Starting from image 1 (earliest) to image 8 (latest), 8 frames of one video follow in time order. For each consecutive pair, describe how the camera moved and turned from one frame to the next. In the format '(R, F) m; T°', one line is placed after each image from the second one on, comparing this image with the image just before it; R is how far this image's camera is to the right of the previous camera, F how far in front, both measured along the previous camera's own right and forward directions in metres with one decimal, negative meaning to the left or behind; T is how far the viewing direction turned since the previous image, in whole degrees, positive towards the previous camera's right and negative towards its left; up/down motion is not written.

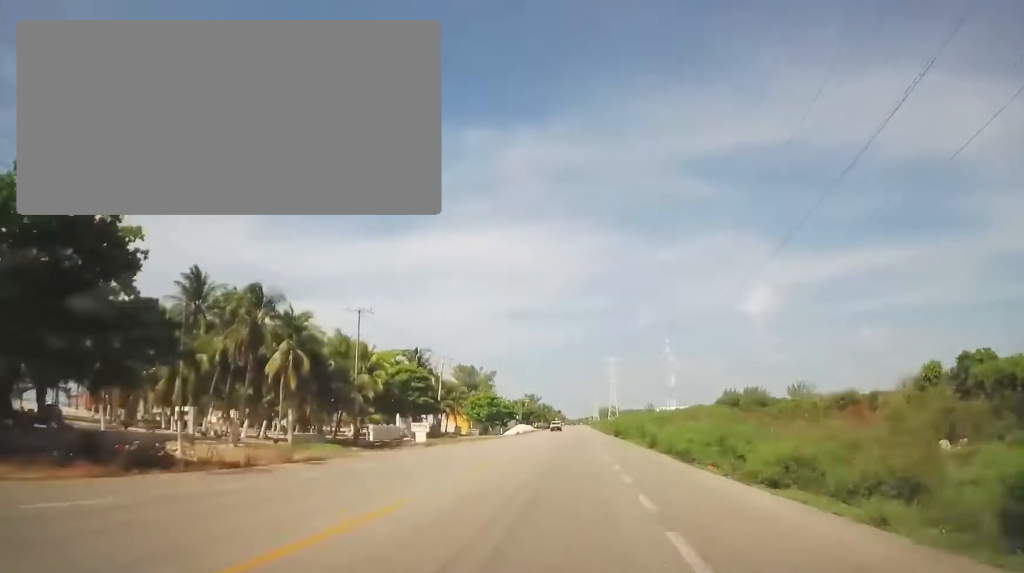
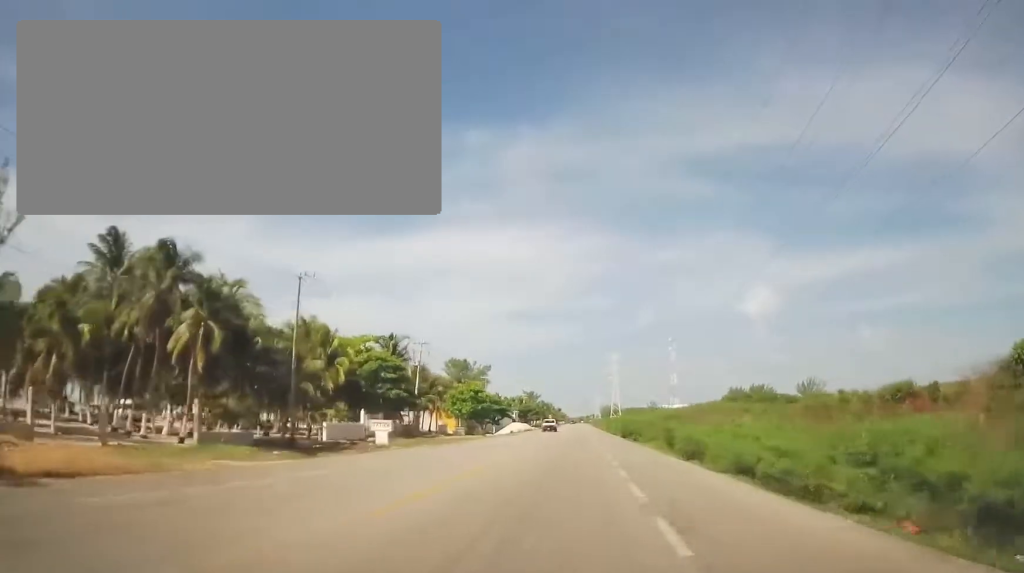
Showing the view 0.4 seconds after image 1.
(-0.2, +11.5) m; -1°
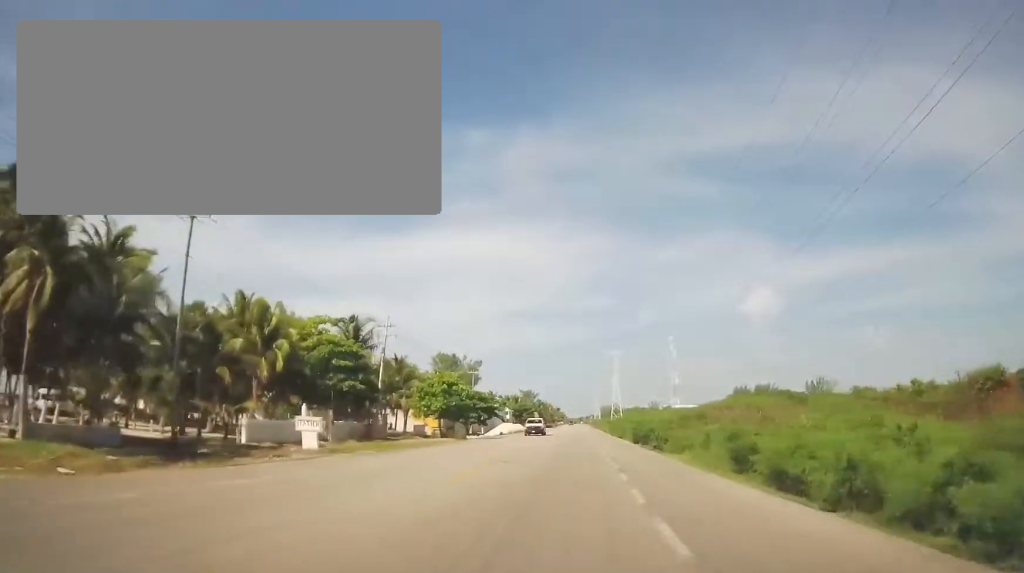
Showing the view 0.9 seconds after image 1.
(-0.2, +12.4) m; -1°
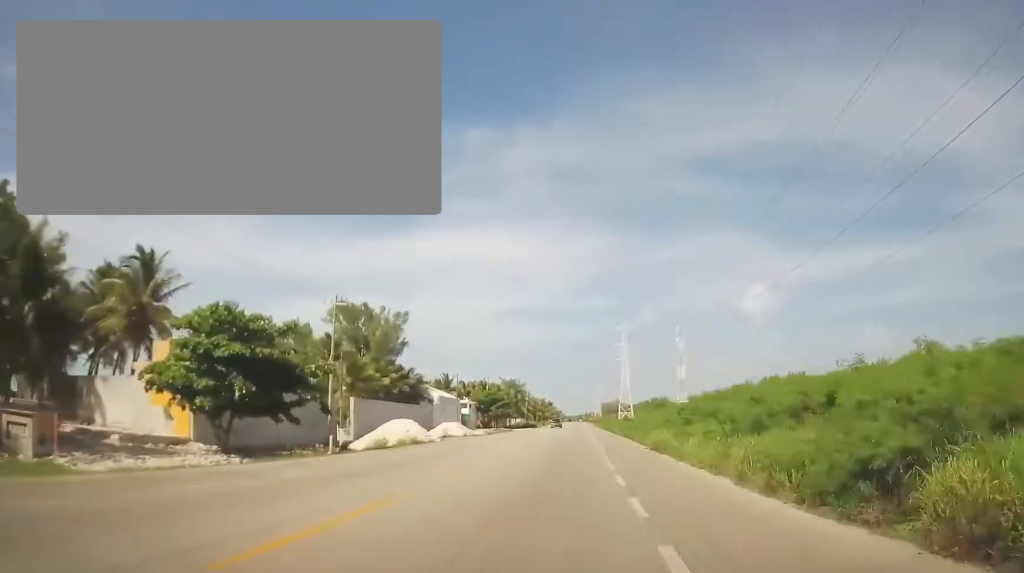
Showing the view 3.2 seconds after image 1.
(+0.2, +60.0) m; +1°
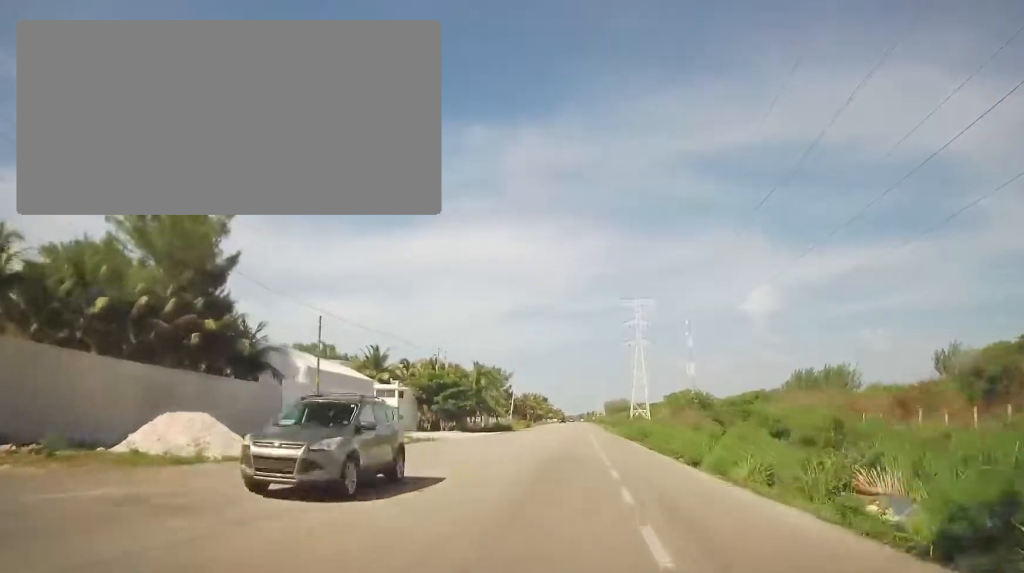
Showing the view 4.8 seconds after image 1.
(-0.3, +44.1) m; 0°
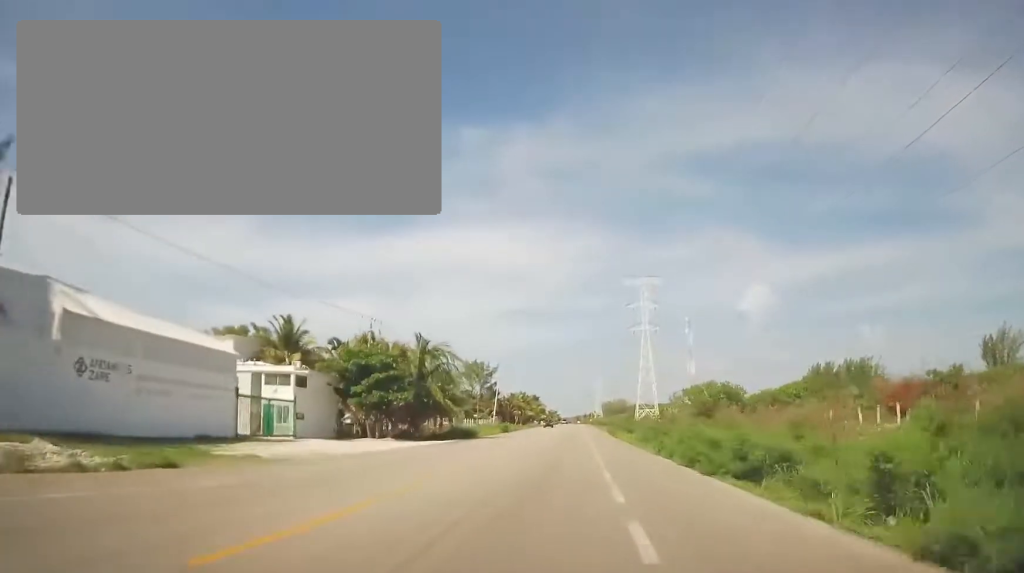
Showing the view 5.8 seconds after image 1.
(+0.4, +24.8) m; +1°
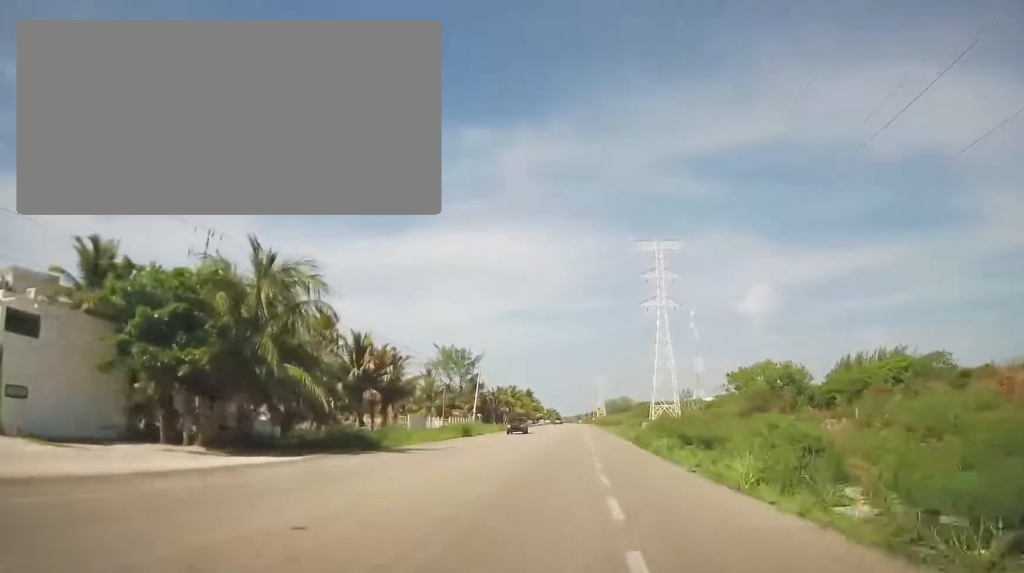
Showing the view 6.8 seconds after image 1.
(0.0, +26.7) m; +1°
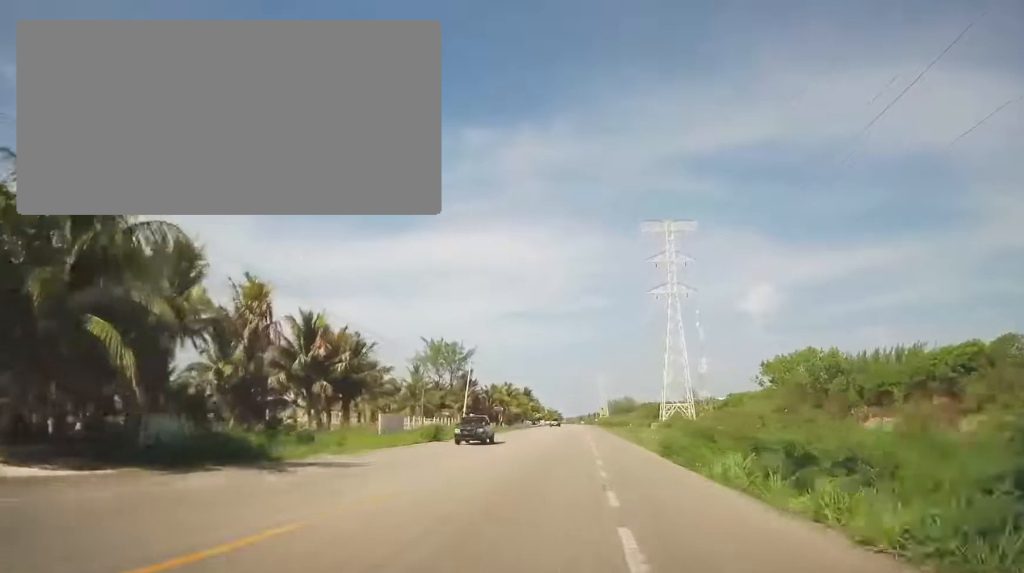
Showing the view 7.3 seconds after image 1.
(0.0, +11.2) m; 0°
